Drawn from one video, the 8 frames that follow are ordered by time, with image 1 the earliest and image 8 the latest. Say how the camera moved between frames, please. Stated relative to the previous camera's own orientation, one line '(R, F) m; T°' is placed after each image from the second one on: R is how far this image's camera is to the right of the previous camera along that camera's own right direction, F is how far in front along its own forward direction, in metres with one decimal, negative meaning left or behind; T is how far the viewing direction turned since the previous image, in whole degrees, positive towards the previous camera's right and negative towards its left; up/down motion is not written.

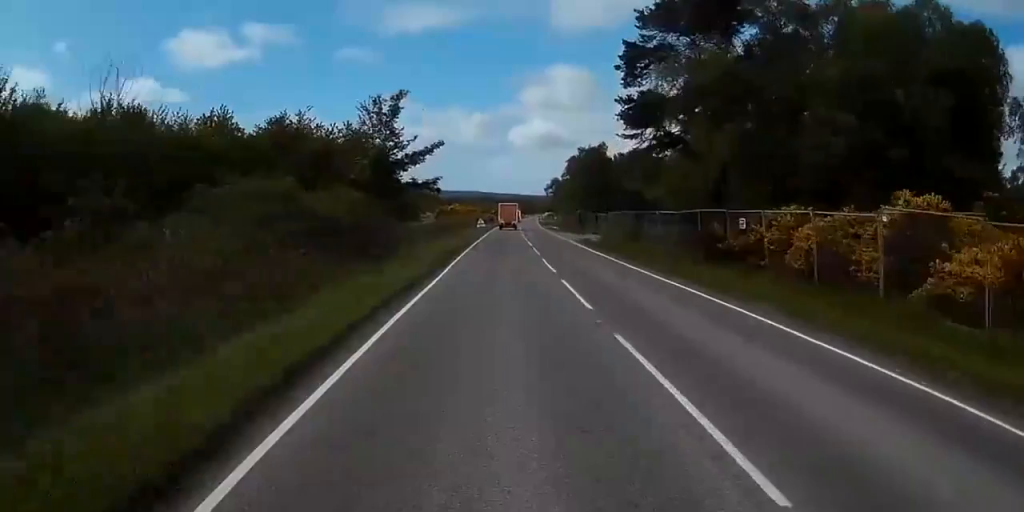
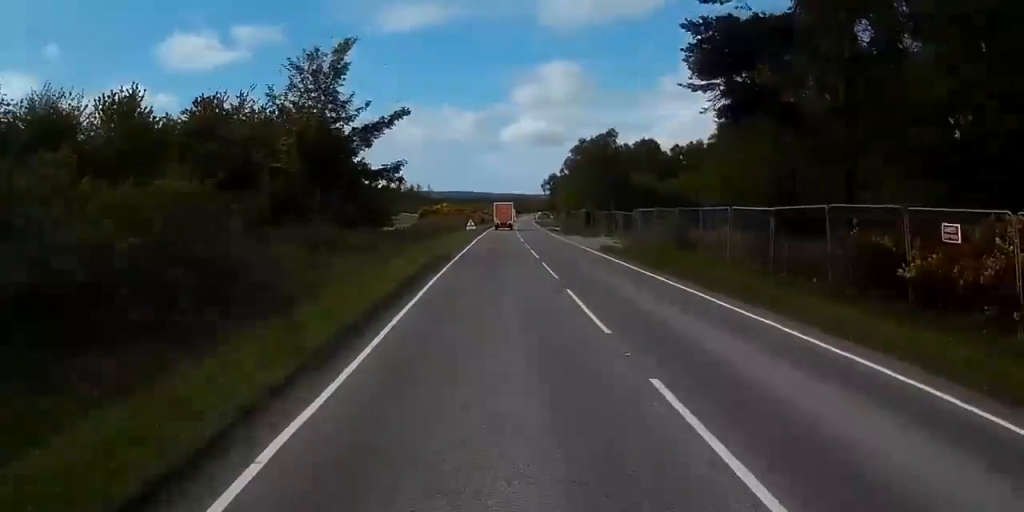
(0.0, +10.7) m; 0°
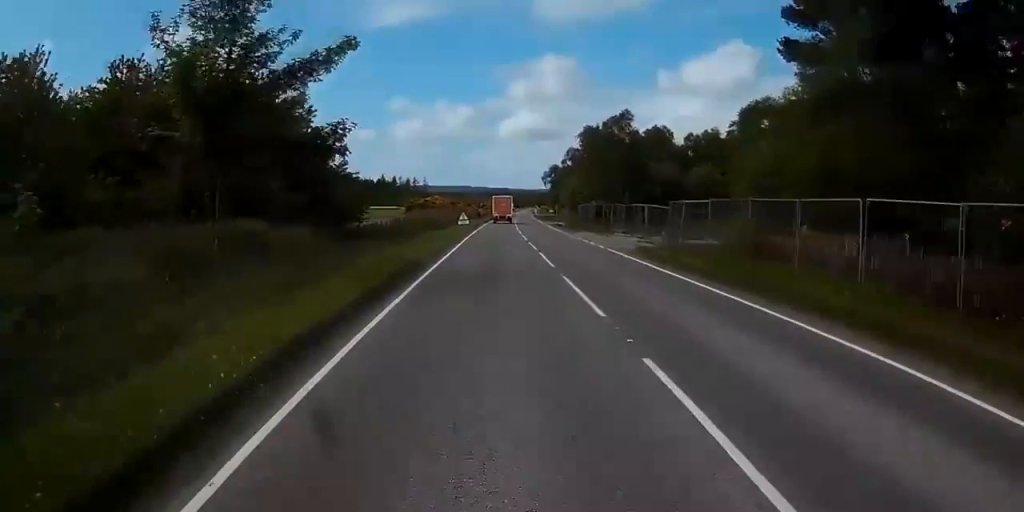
(-0.1, +8.0) m; 0°
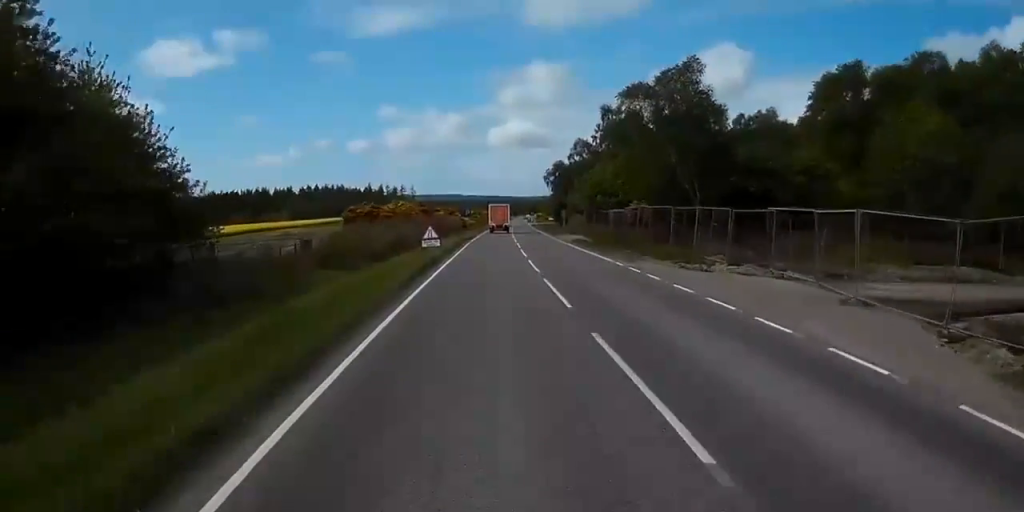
(-0.2, +21.3) m; -2°
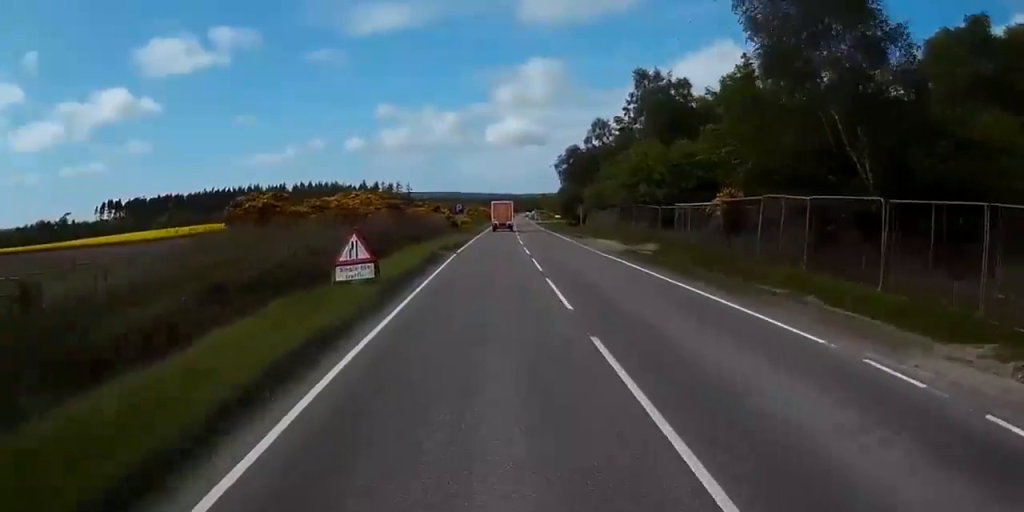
(-0.1, +16.1) m; +1°
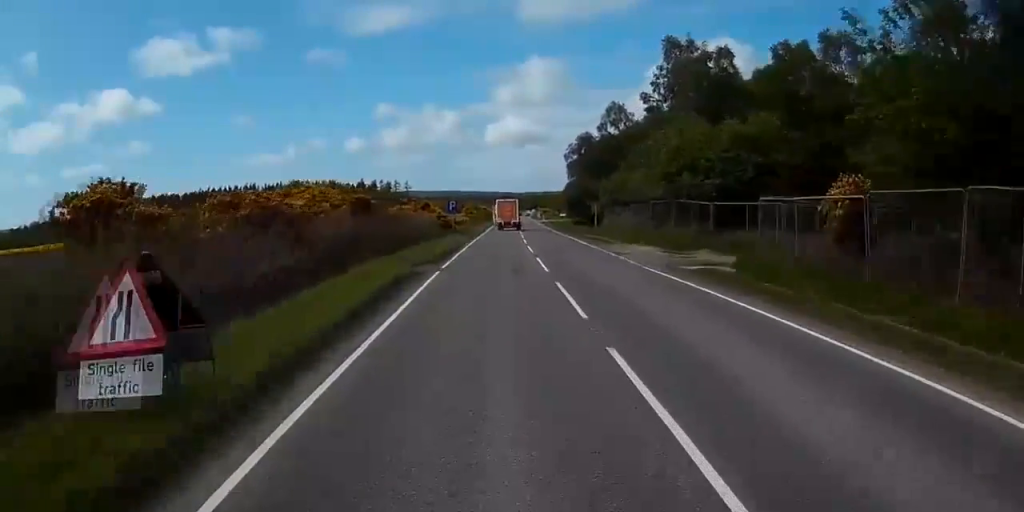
(+0.1, +8.8) m; +1°
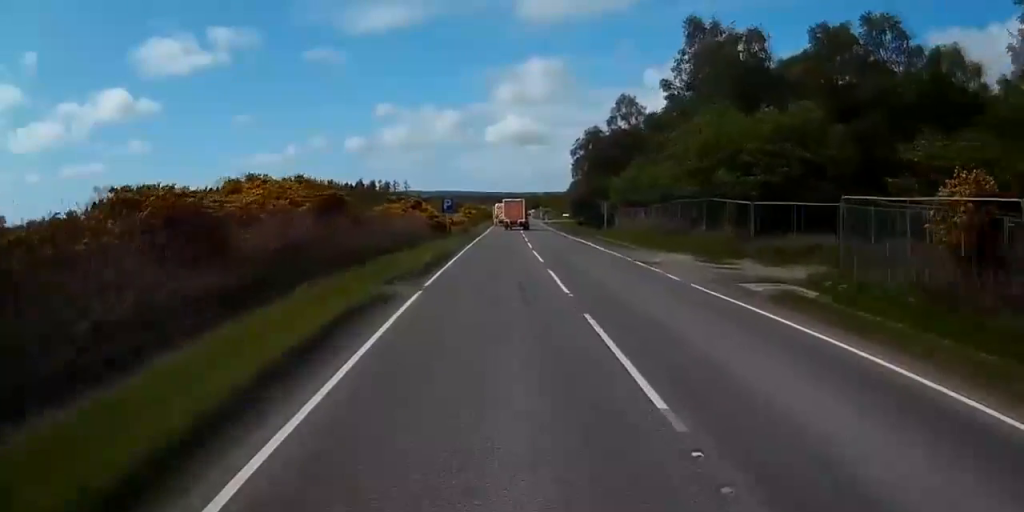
(-0.1, +4.7) m; 0°
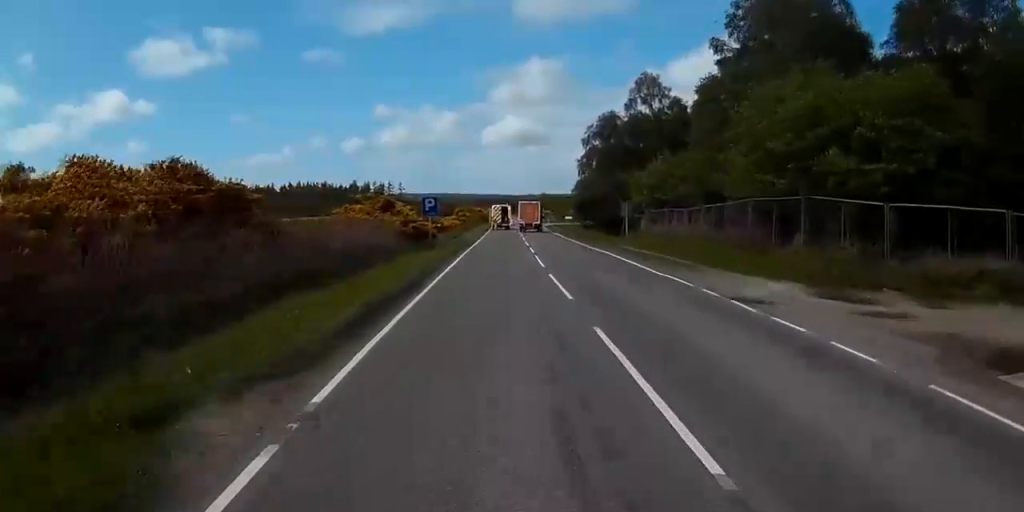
(+0.1, +9.1) m; 0°
